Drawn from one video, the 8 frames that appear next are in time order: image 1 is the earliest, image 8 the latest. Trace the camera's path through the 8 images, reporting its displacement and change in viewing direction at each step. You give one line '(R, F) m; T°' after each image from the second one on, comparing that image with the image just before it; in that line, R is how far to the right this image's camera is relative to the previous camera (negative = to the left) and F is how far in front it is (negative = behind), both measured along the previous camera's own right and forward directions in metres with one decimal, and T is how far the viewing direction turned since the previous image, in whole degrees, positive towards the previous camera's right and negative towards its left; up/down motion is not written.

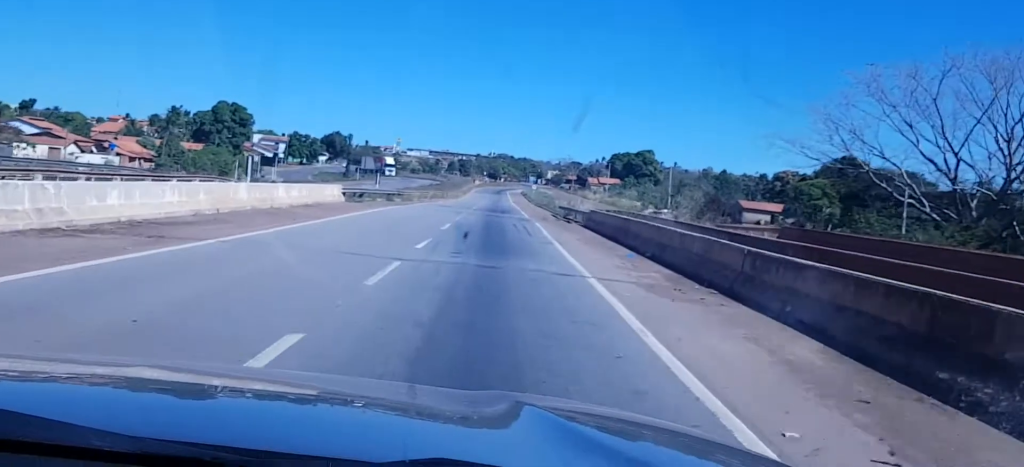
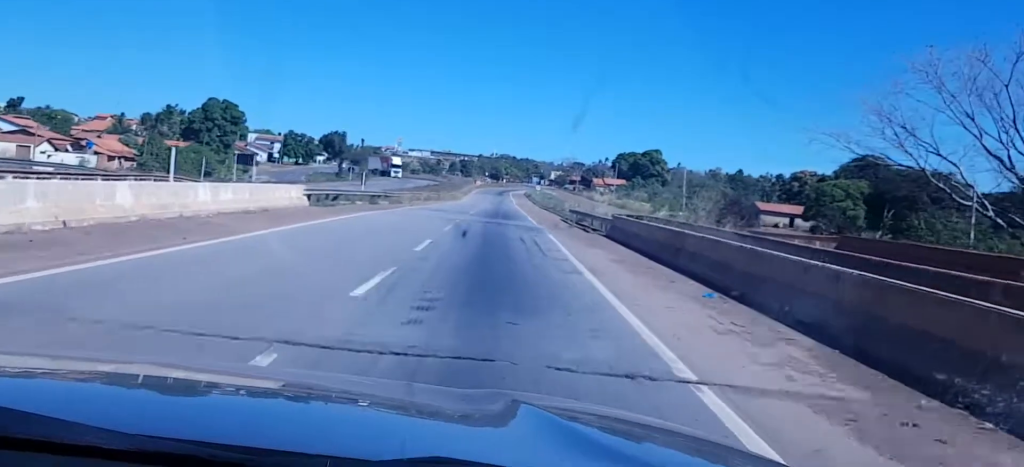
(-0.2, +9.6) m; -1°
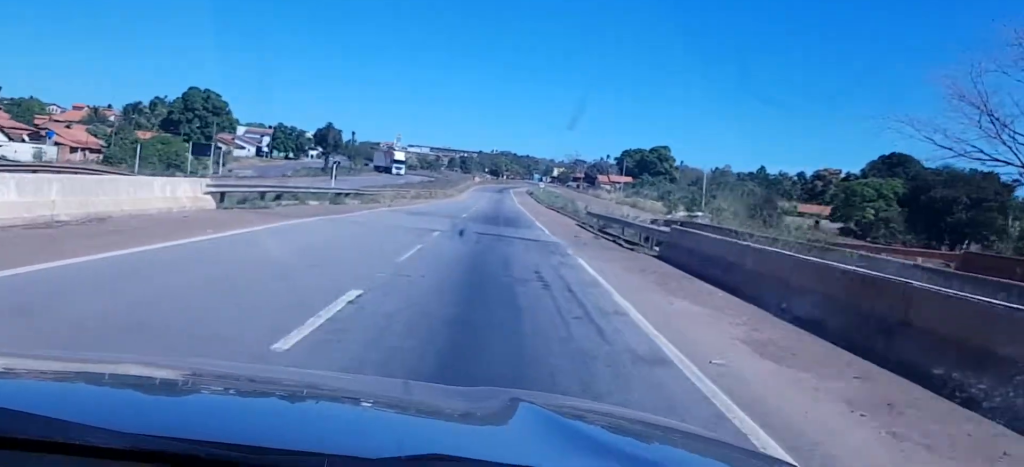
(0.0, +12.8) m; 0°
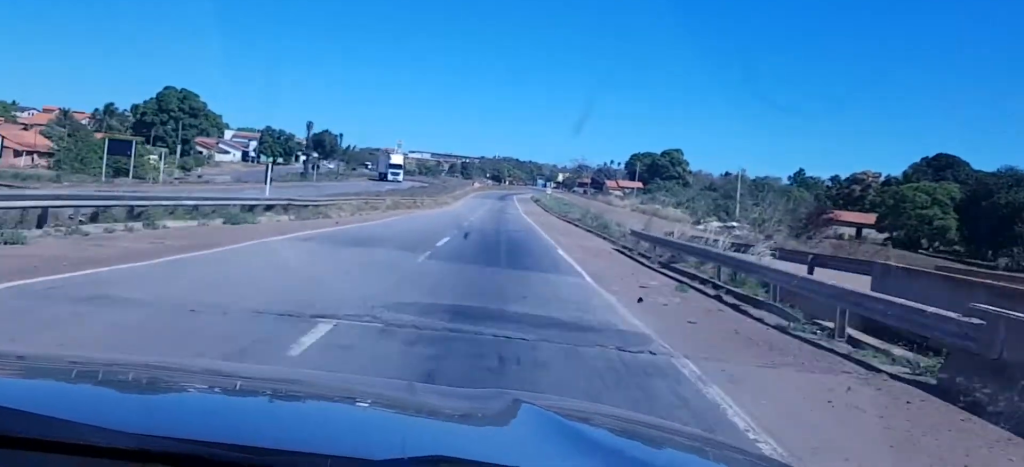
(0.0, +15.9) m; 0°
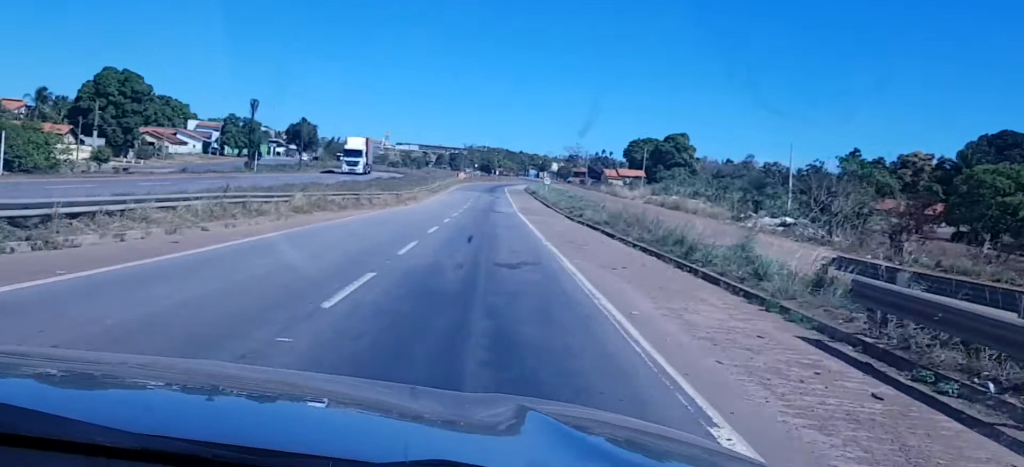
(-0.3, +22.3) m; -2°
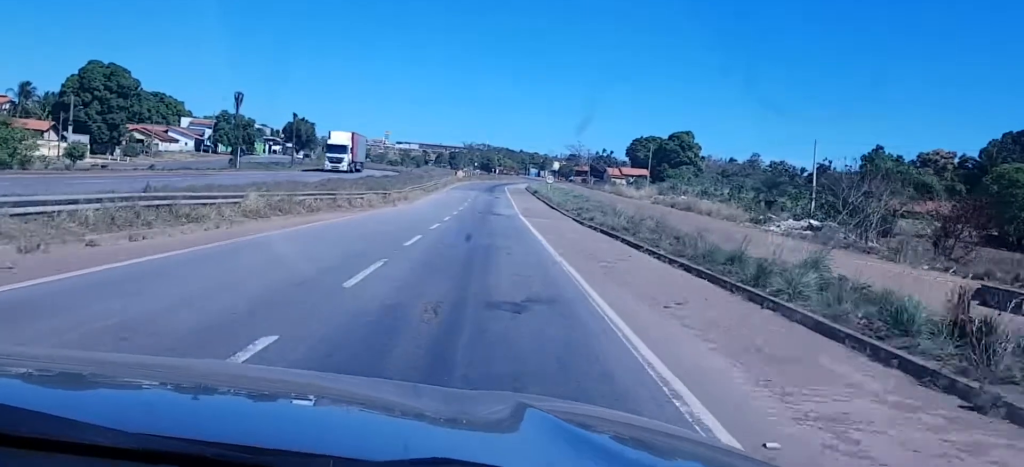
(-0.3, +6.3) m; +1°
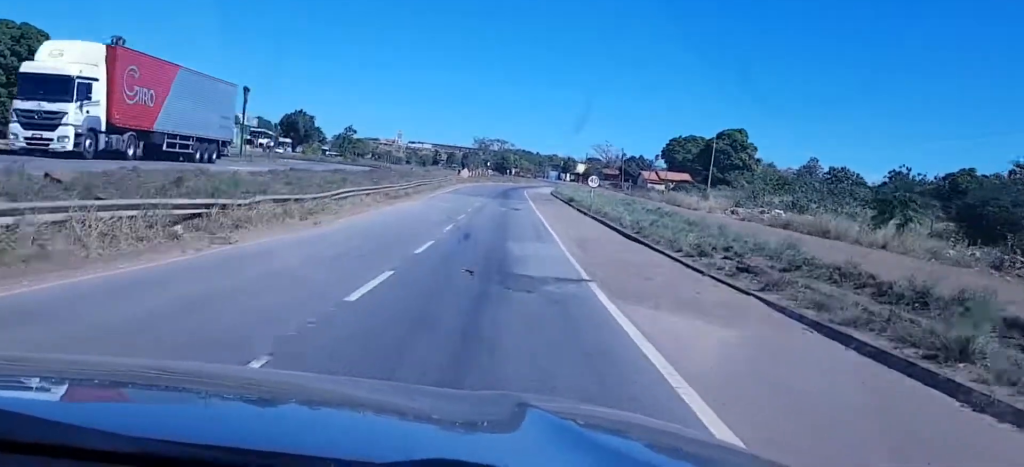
(+1.7, +34.4) m; +3°
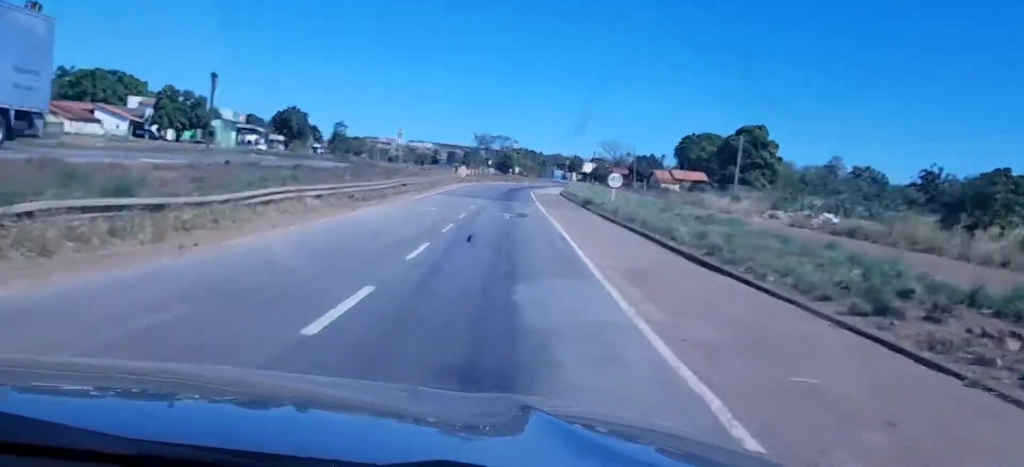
(-0.2, +11.1) m; 0°
